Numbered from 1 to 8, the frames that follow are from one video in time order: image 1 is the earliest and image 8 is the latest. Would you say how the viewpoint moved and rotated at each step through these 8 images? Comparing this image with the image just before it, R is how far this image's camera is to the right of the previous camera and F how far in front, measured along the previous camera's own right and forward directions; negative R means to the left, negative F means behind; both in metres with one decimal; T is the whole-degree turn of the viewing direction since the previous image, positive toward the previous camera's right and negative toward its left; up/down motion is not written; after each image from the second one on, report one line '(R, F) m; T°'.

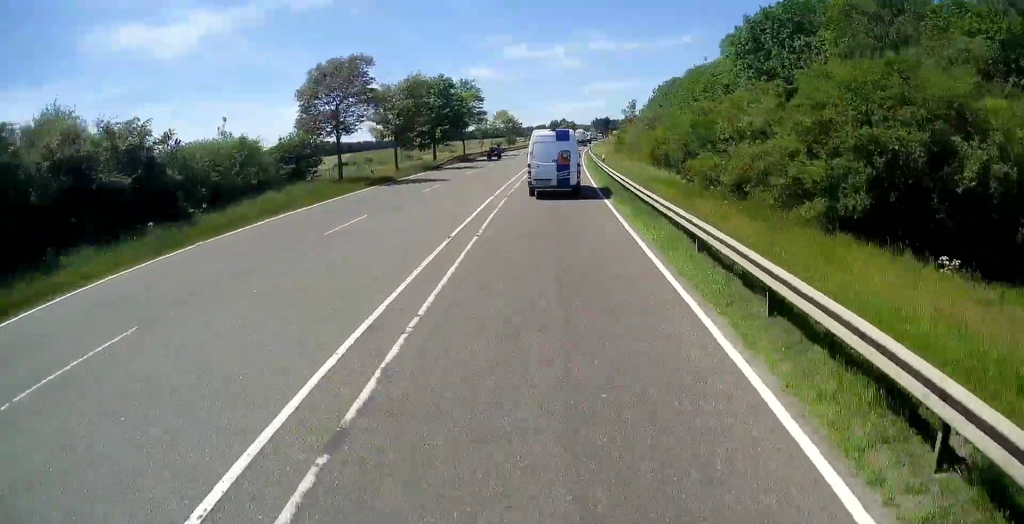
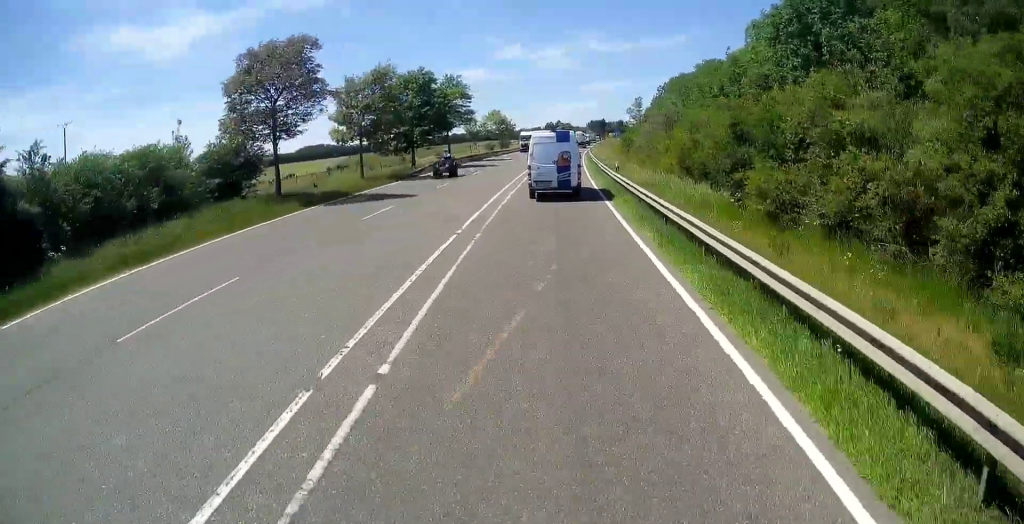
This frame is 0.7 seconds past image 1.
(0.0, +8.7) m; 0°
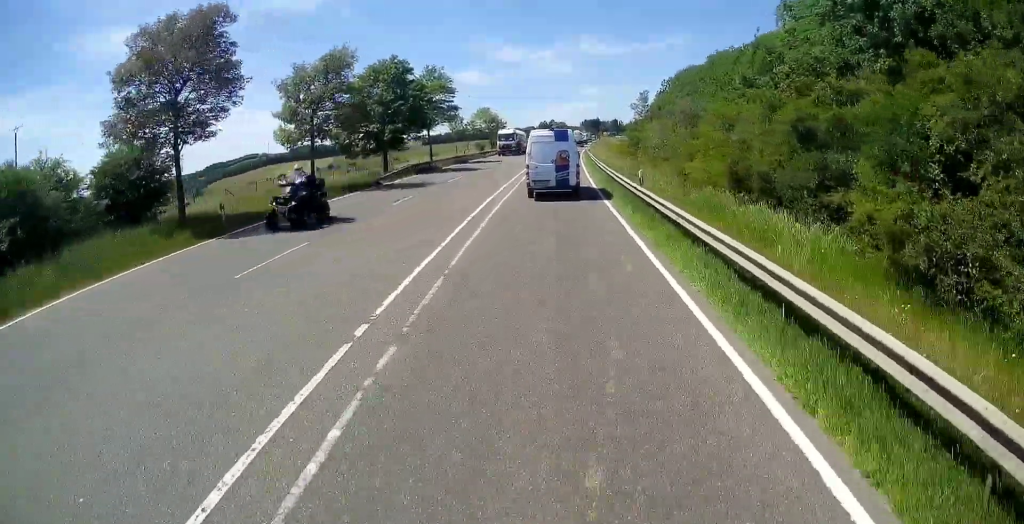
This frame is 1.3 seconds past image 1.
(0.0, +8.2) m; 0°
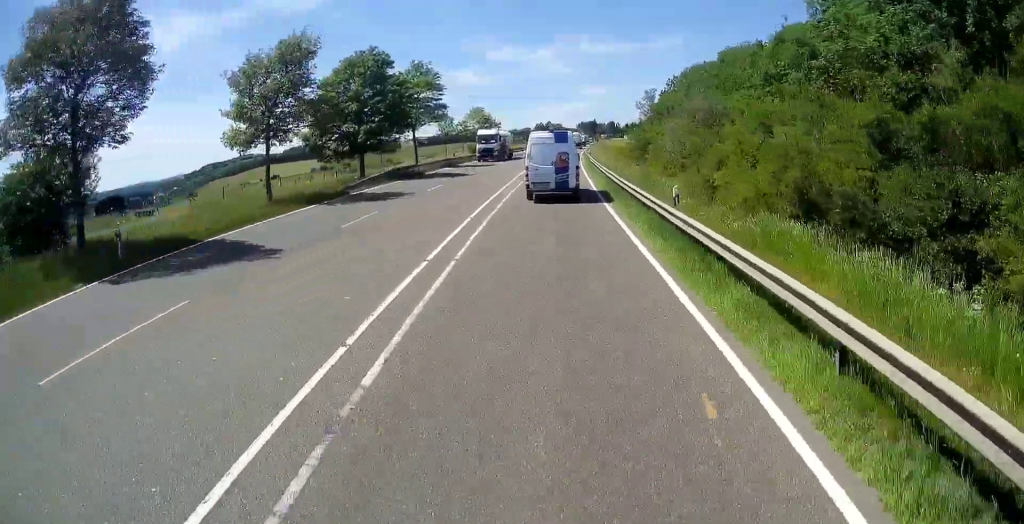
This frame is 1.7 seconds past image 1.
(0.0, +5.6) m; 0°
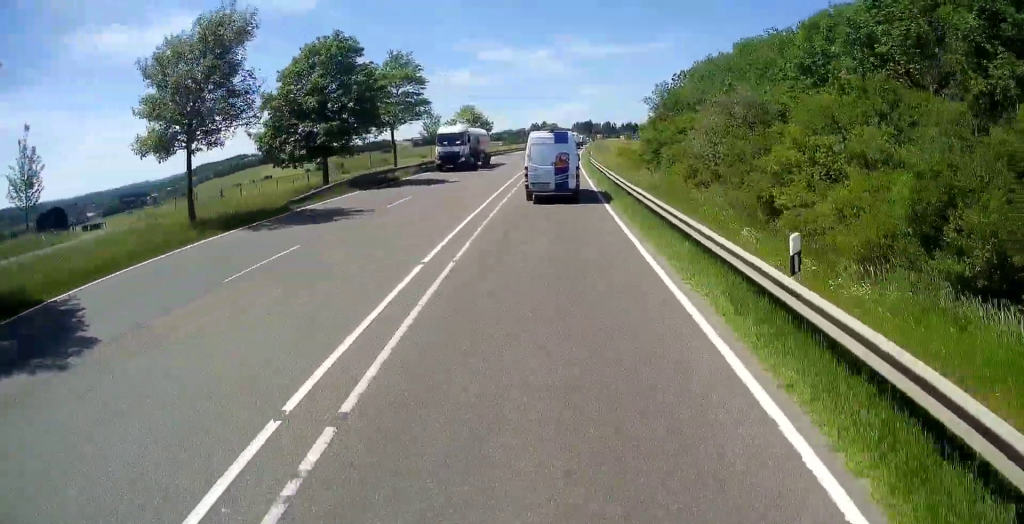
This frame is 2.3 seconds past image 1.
(+0.1, +6.8) m; 0°
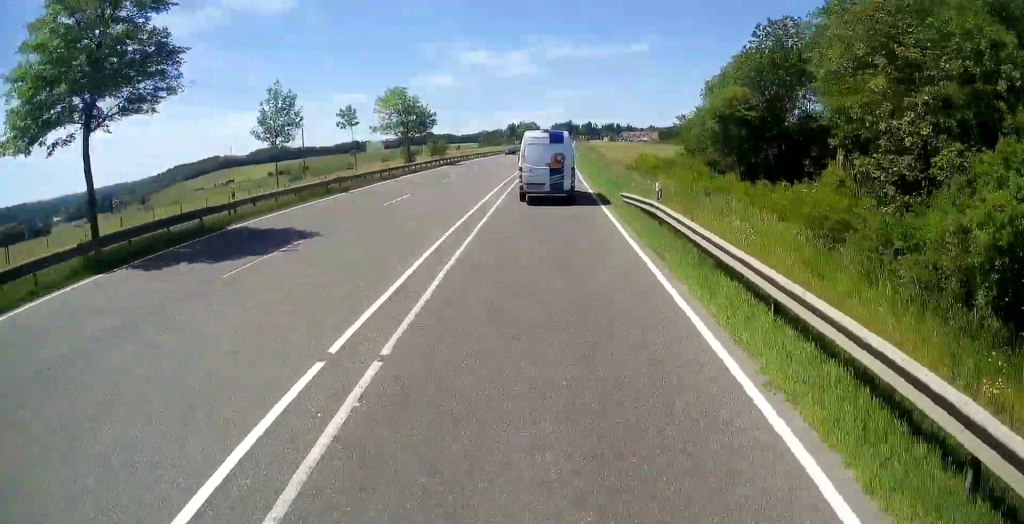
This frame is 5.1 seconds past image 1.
(+0.7, +35.7) m; +2°
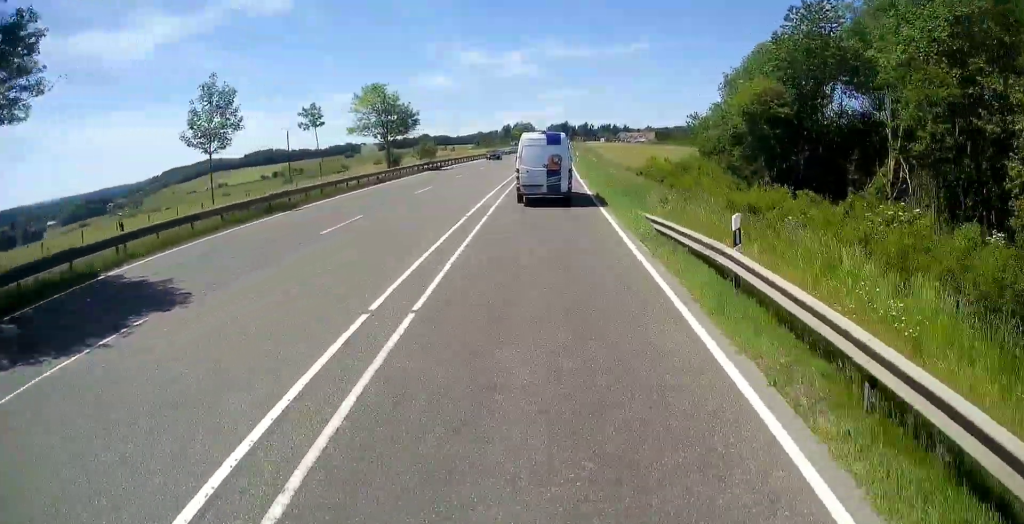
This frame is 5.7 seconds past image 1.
(0.0, +6.5) m; 0°
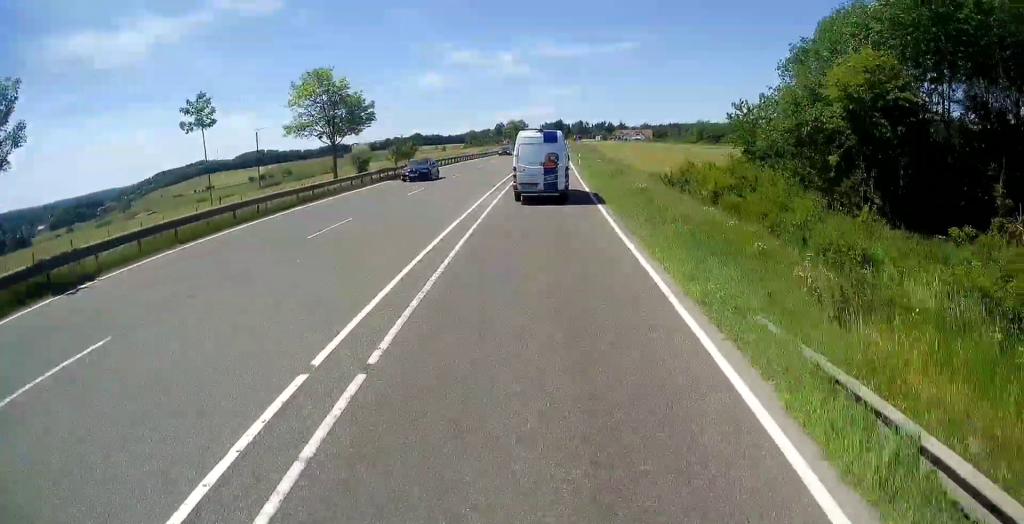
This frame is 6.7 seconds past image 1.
(0.0, +12.9) m; +2°
